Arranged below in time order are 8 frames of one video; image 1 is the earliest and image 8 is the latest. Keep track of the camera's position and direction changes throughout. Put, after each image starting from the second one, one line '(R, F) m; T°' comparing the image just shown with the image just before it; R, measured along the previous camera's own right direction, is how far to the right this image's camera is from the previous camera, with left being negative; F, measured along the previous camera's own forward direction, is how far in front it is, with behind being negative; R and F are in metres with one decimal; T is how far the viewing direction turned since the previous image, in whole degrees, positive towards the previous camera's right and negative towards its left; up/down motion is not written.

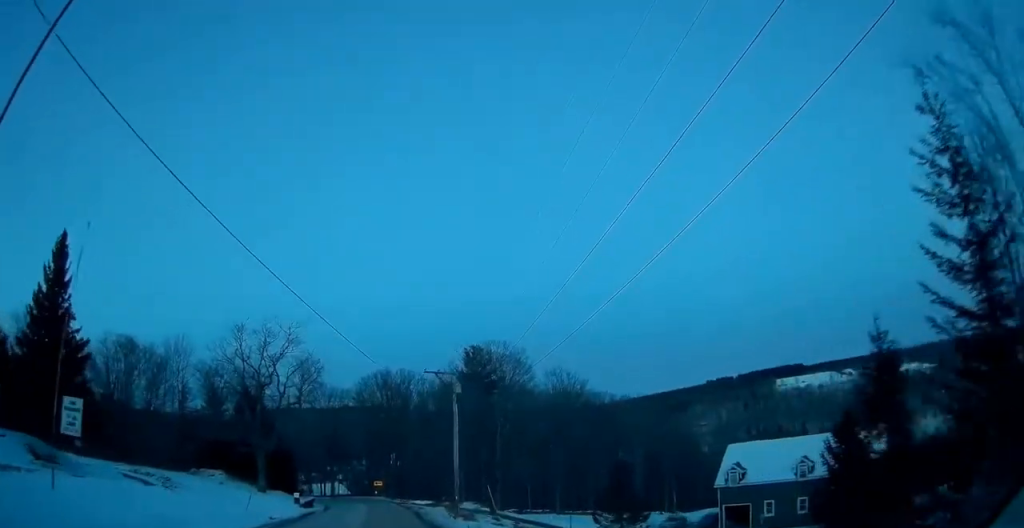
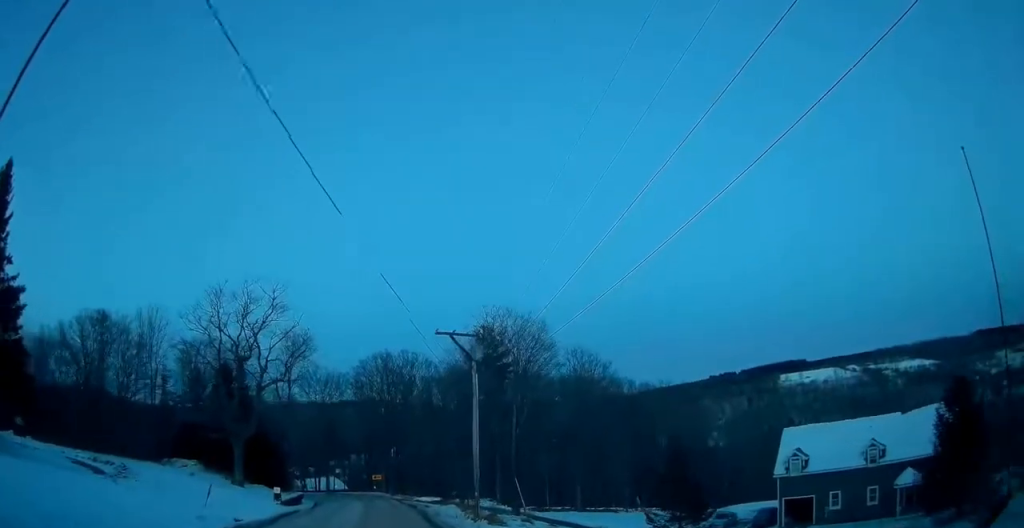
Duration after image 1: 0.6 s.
(-0.1, +9.0) m; 0°
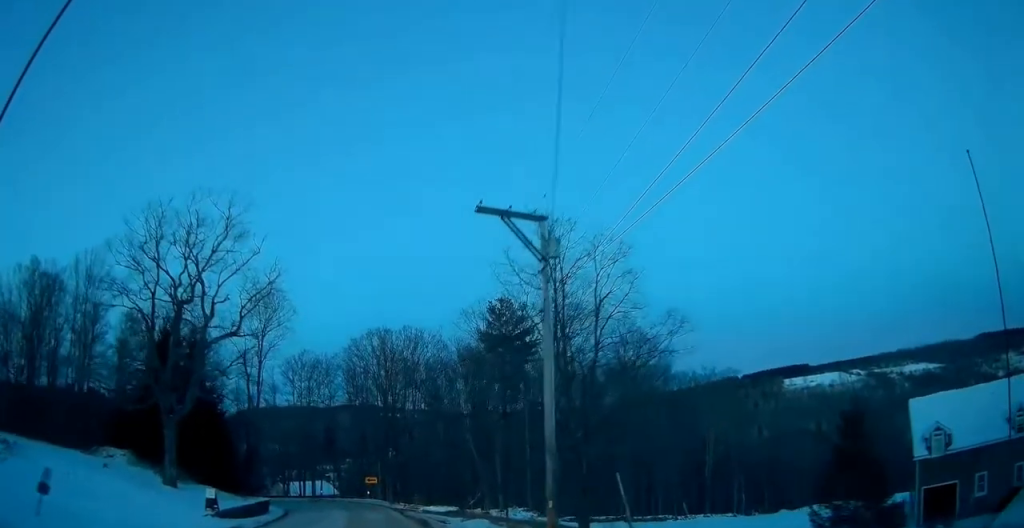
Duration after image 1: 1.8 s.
(0.0, +15.2) m; -1°
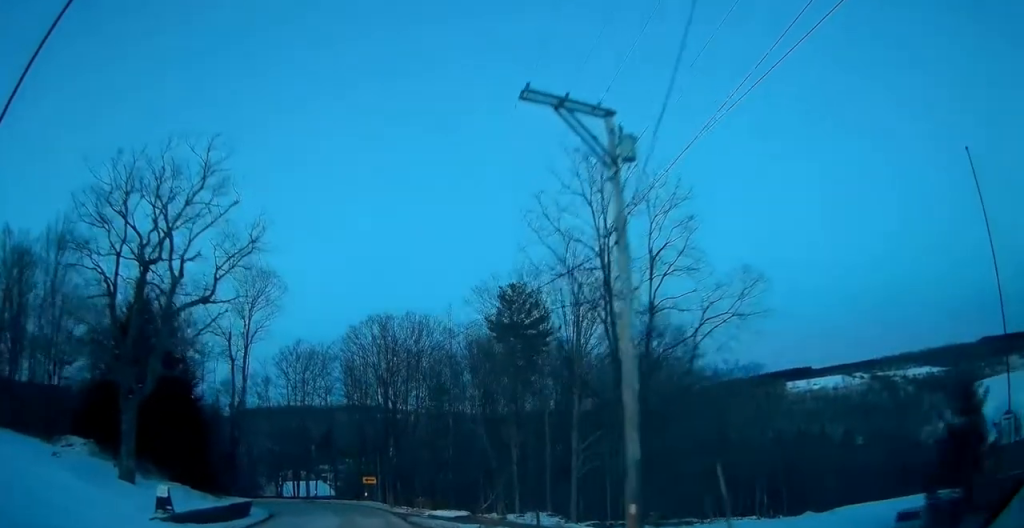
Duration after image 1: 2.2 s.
(0.0, +5.9) m; 0°
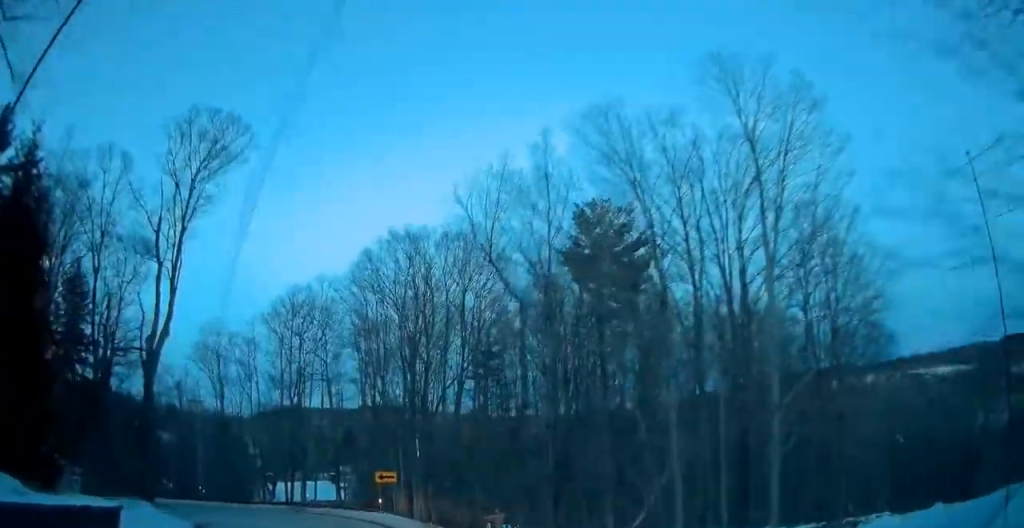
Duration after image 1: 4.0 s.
(+0.2, +20.8) m; -2°
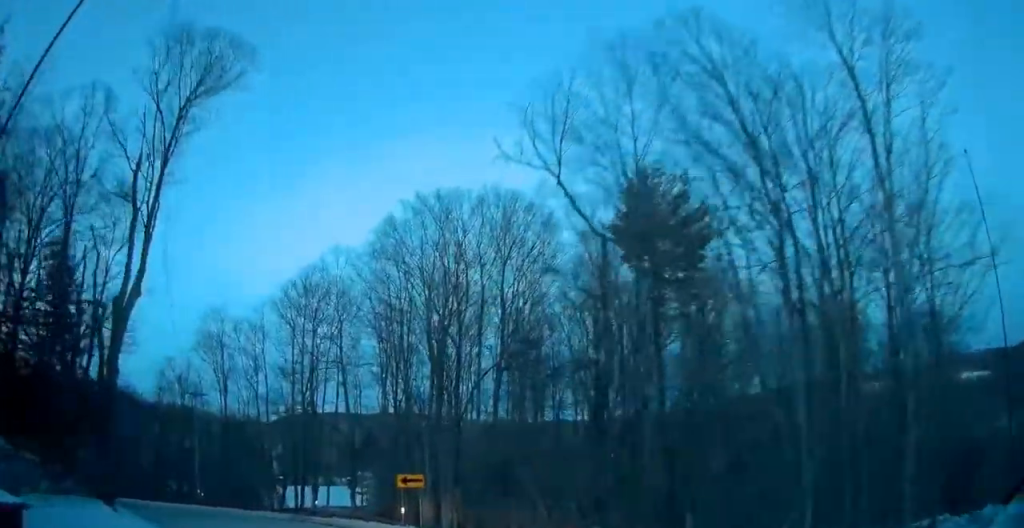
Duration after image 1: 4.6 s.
(-0.4, +6.2) m; -3°
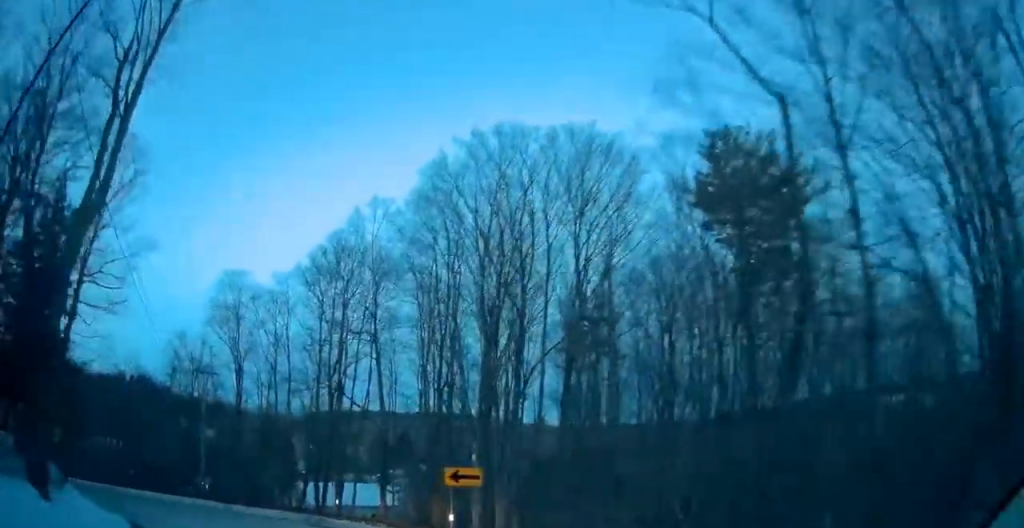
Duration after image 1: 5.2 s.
(-0.2, +6.8) m; -4°
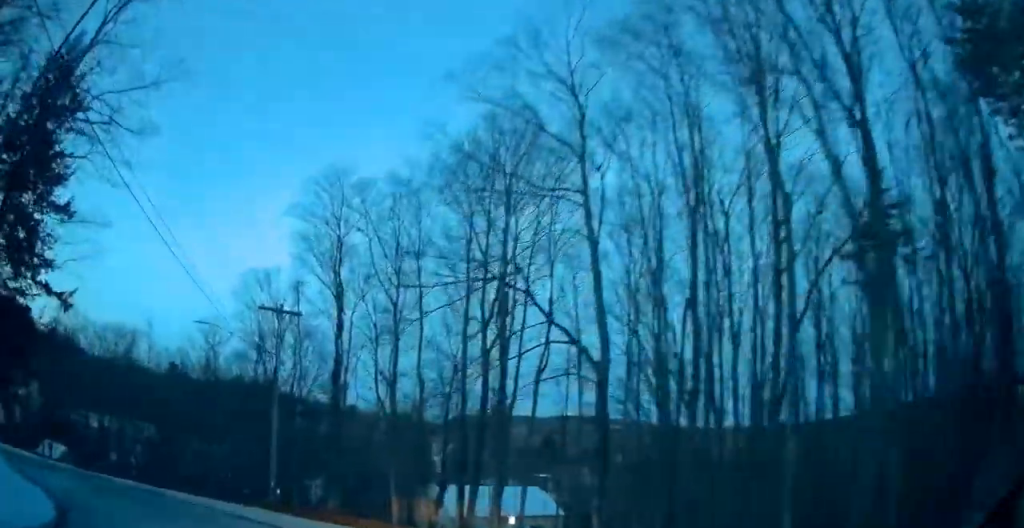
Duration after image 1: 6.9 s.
(-2.0, +16.3) m; -17°
